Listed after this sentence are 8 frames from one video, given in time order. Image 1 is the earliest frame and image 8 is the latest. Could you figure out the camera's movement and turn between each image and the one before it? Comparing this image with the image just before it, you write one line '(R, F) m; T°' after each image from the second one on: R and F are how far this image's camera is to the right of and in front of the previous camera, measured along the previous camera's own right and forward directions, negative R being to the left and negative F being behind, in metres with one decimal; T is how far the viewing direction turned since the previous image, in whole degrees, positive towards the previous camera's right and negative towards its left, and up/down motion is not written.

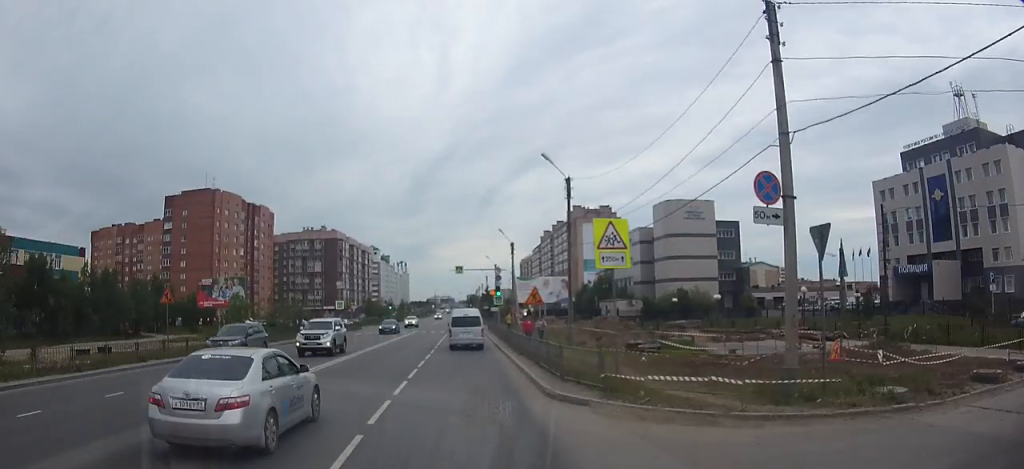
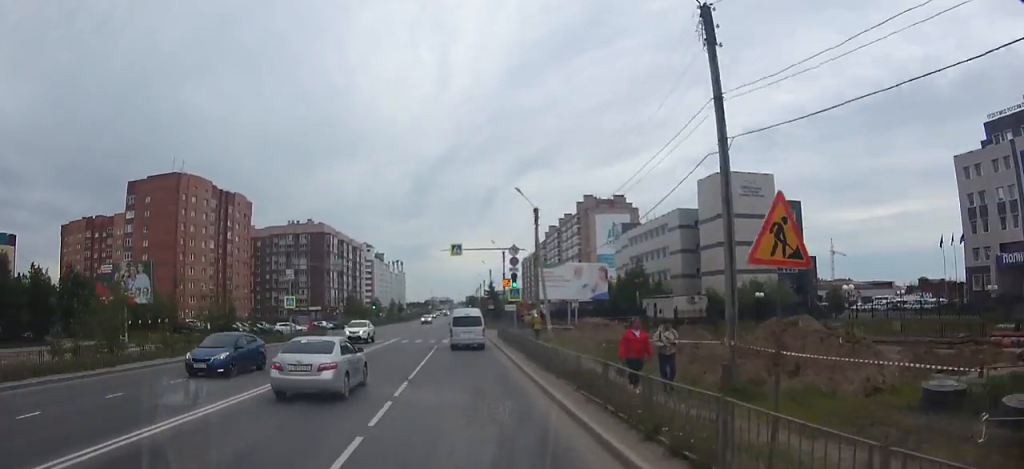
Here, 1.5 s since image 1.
(+0.1, +23.7) m; +1°
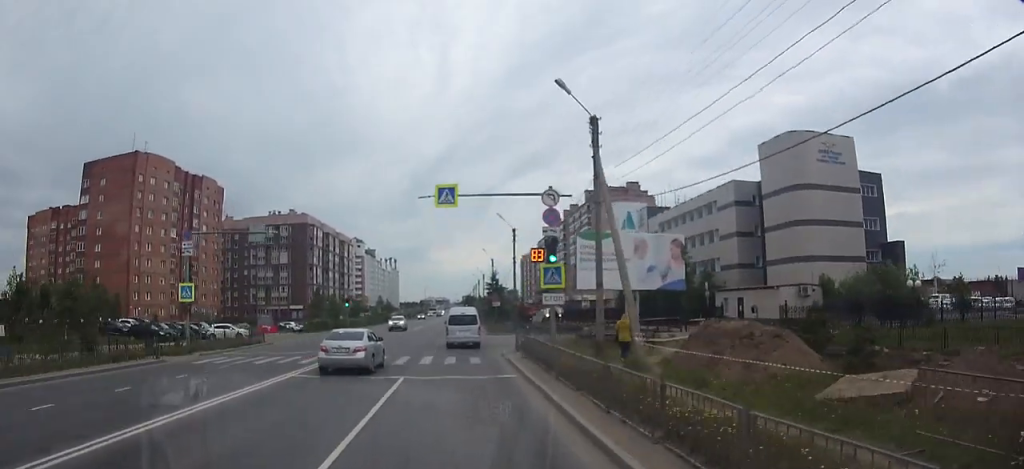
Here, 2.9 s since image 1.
(+0.1, +23.8) m; 0°
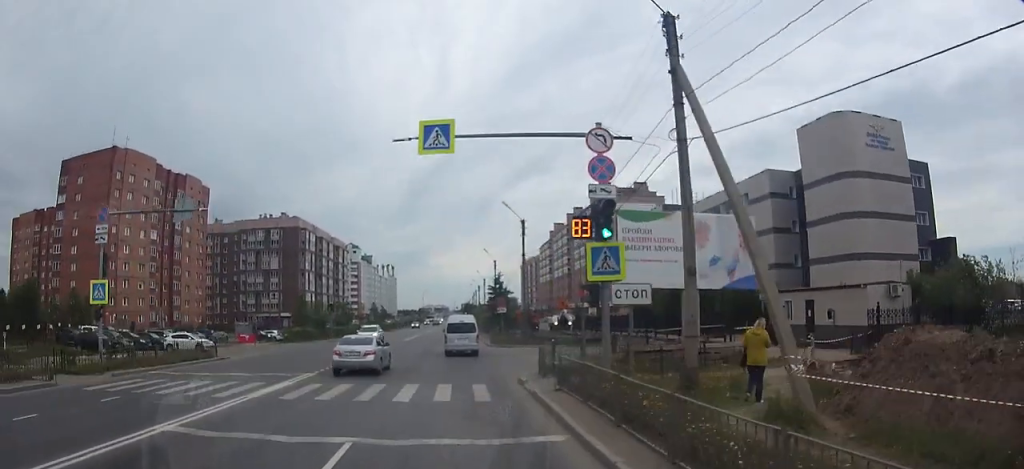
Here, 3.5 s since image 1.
(0.0, +9.8) m; 0°
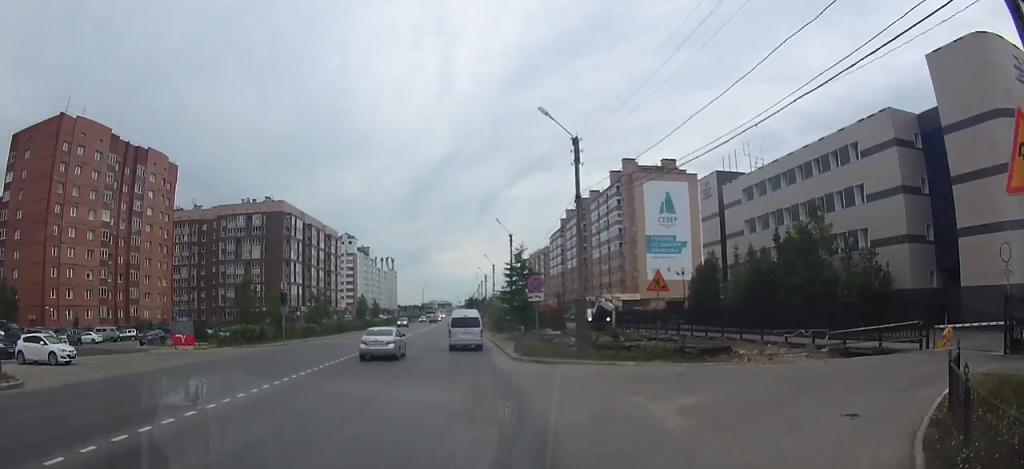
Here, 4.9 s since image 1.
(0.0, +18.0) m; 0°
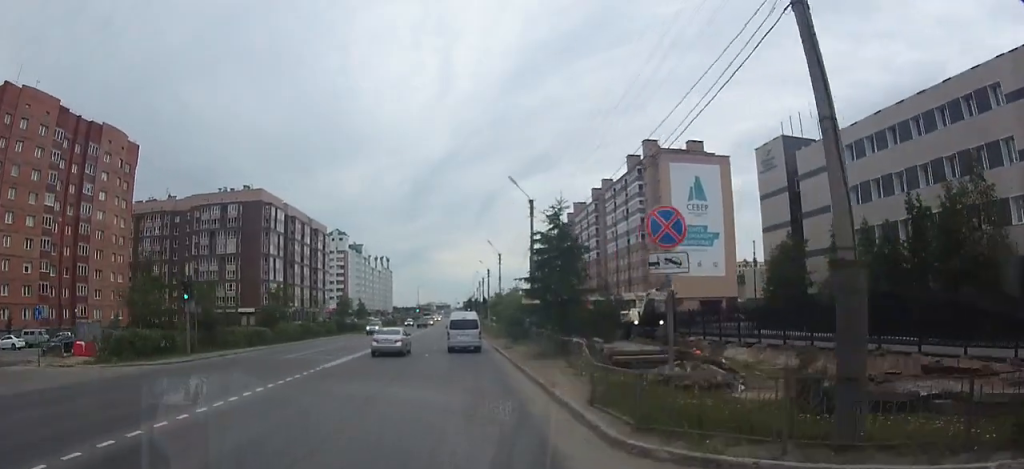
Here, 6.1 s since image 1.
(0.0, +13.5) m; 0°
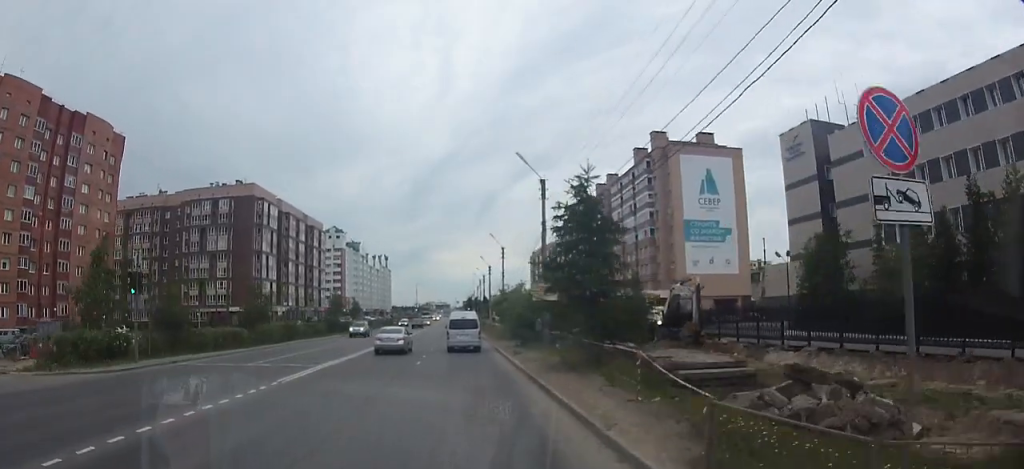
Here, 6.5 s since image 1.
(0.0, +4.4) m; 0°
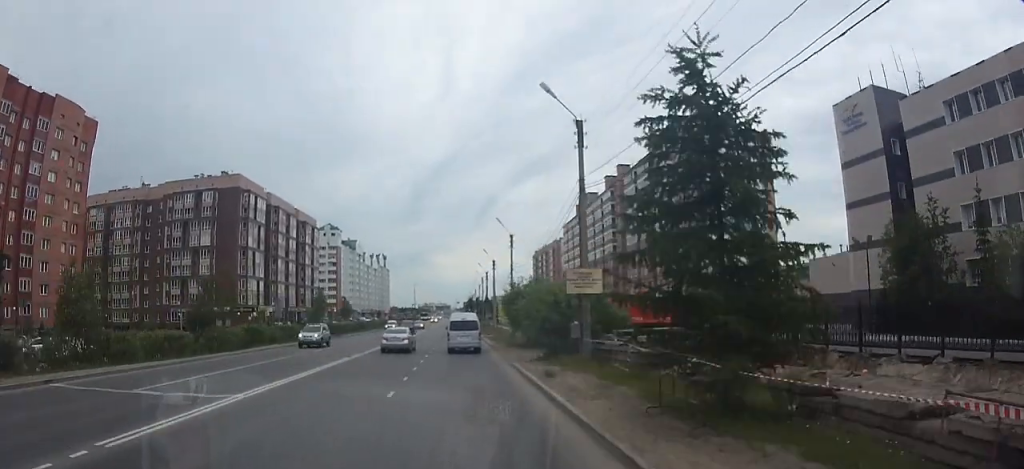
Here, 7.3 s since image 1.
(0.0, +9.6) m; 0°
